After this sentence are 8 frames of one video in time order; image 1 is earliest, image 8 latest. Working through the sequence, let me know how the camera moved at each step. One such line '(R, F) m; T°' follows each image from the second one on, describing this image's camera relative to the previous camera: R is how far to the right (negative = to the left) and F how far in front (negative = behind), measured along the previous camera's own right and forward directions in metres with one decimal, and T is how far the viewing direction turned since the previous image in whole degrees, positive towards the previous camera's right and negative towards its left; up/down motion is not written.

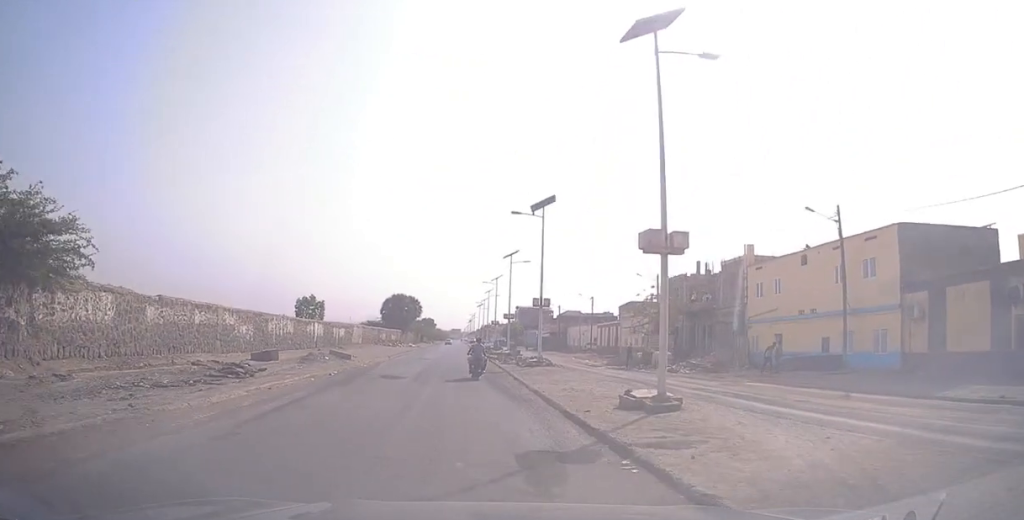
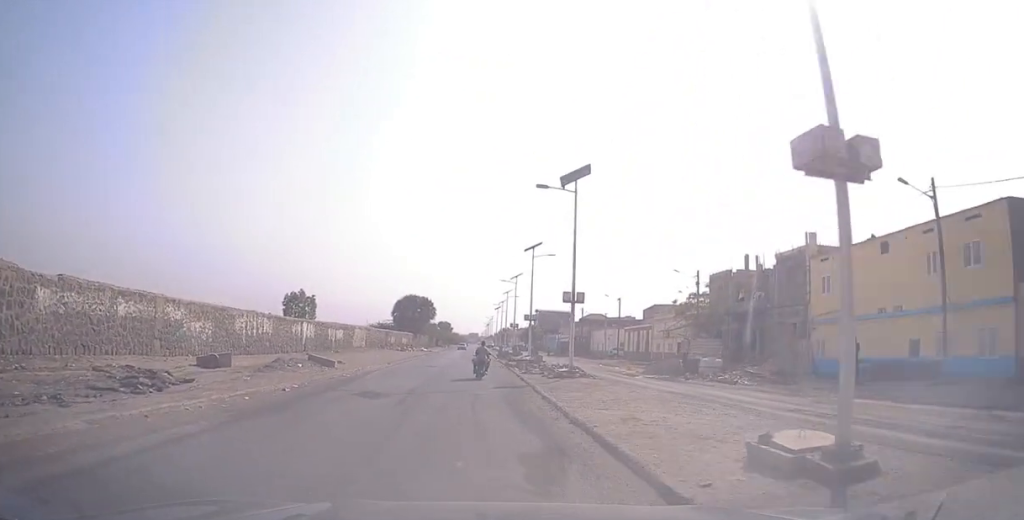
(-0.3, +6.6) m; -4°
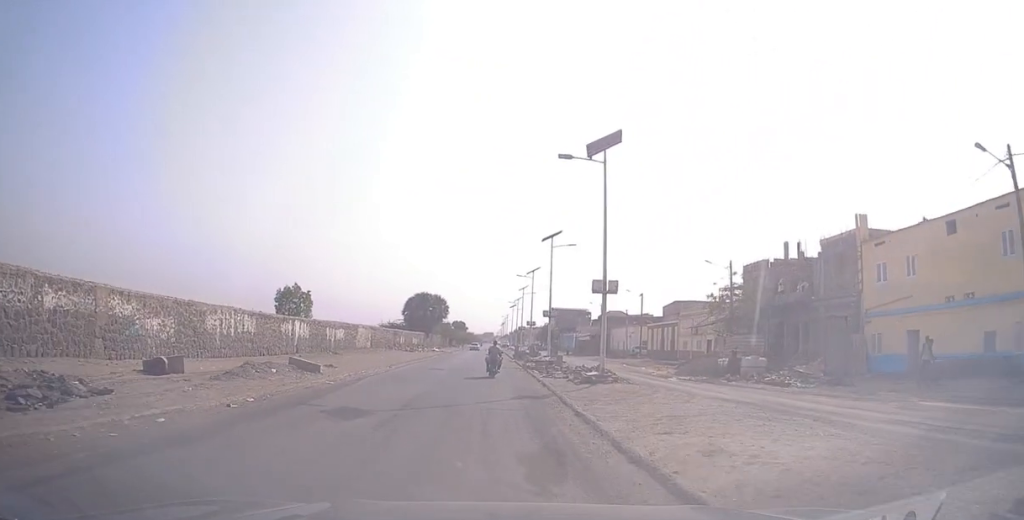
(-0.1, +4.2) m; -1°
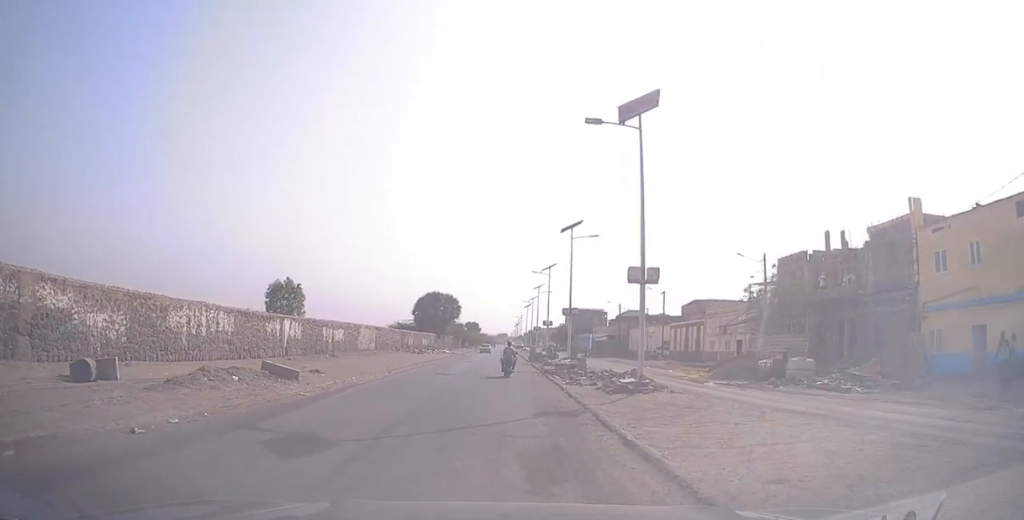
(-0.1, +3.9) m; 0°
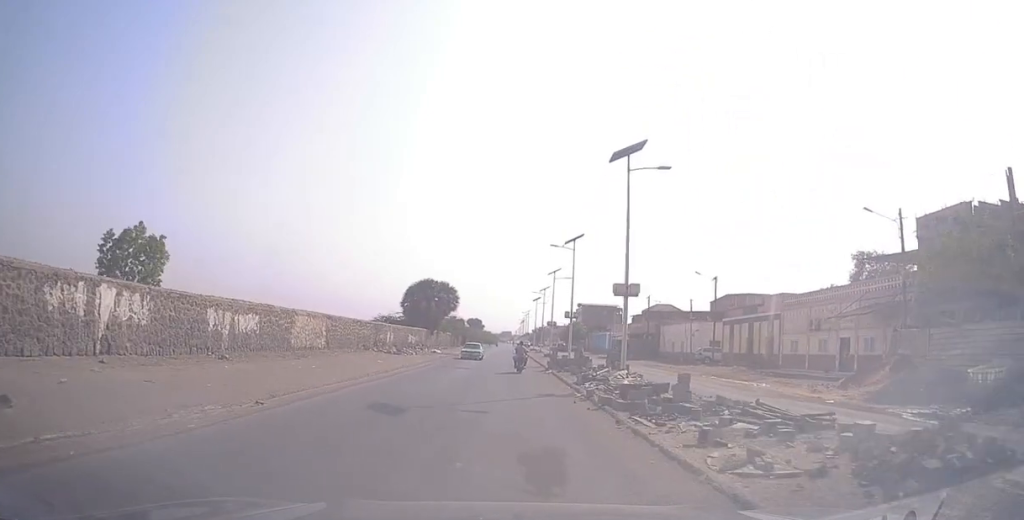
(+0.5, +15.6) m; +2°
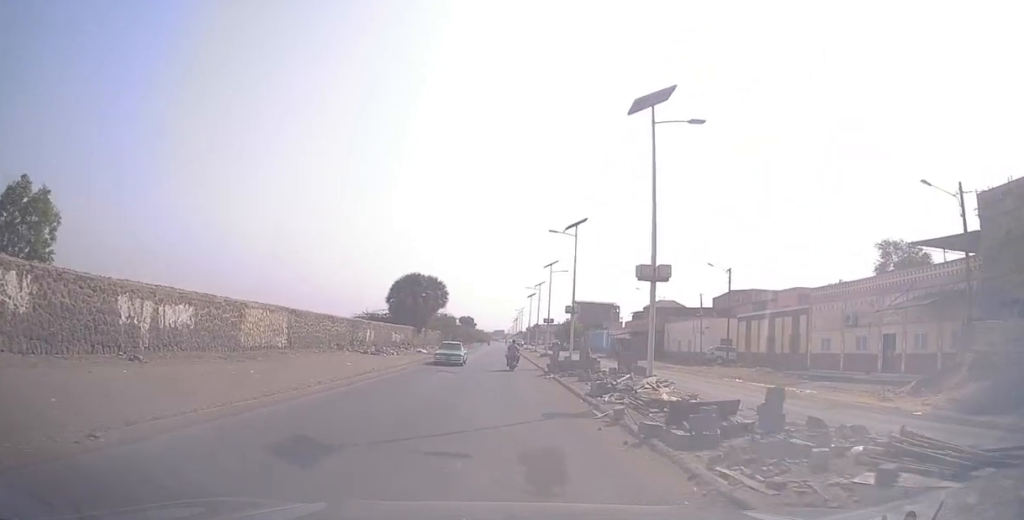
(0.0, +5.1) m; 0°
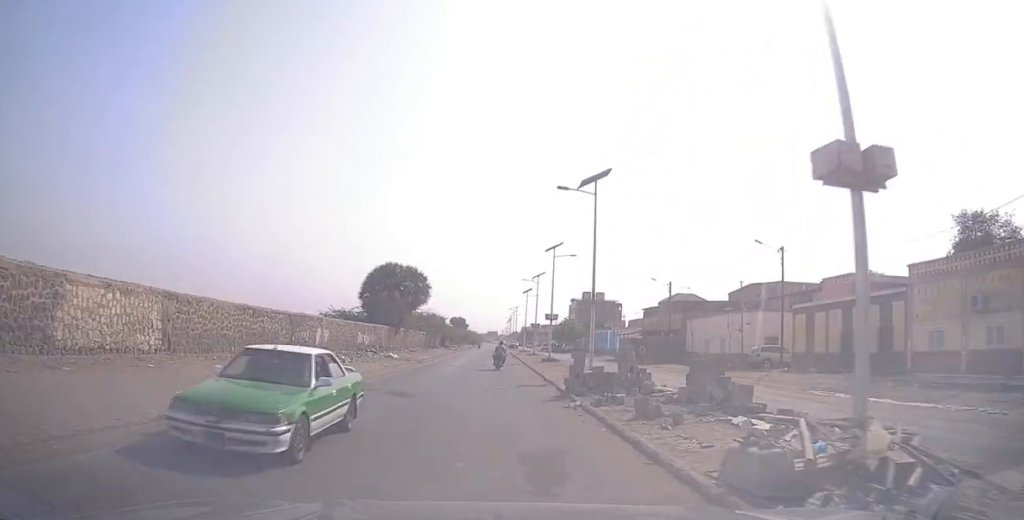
(+0.1, +11.4) m; 0°
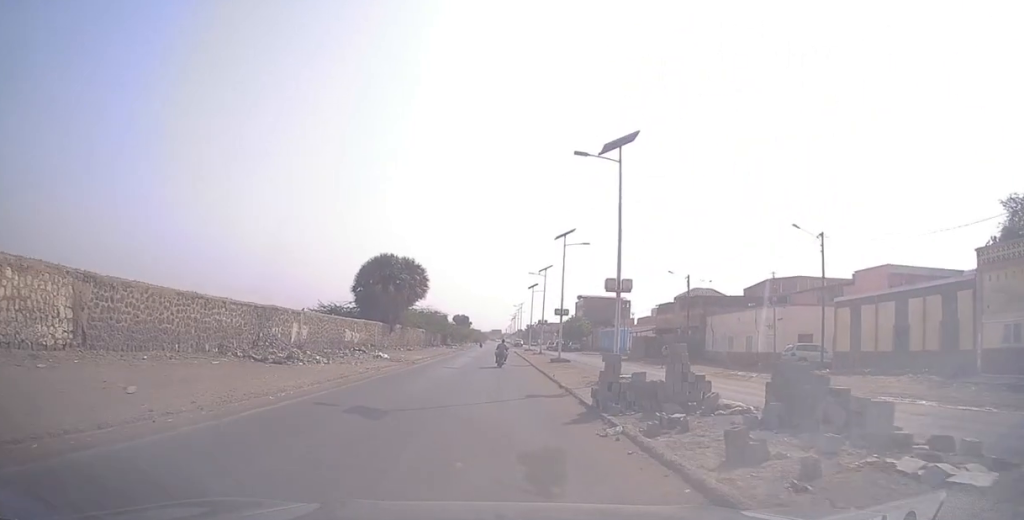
(+0.1, +4.9) m; -1°
